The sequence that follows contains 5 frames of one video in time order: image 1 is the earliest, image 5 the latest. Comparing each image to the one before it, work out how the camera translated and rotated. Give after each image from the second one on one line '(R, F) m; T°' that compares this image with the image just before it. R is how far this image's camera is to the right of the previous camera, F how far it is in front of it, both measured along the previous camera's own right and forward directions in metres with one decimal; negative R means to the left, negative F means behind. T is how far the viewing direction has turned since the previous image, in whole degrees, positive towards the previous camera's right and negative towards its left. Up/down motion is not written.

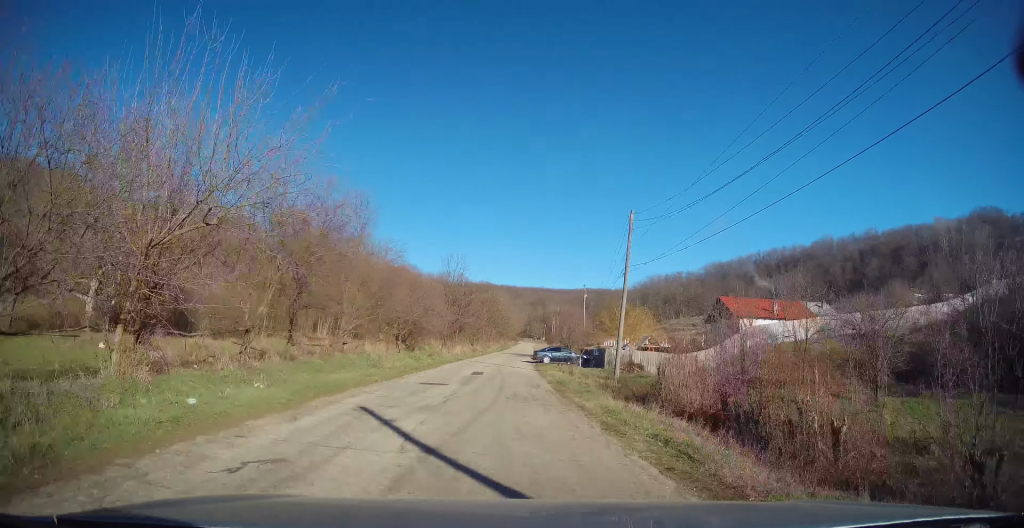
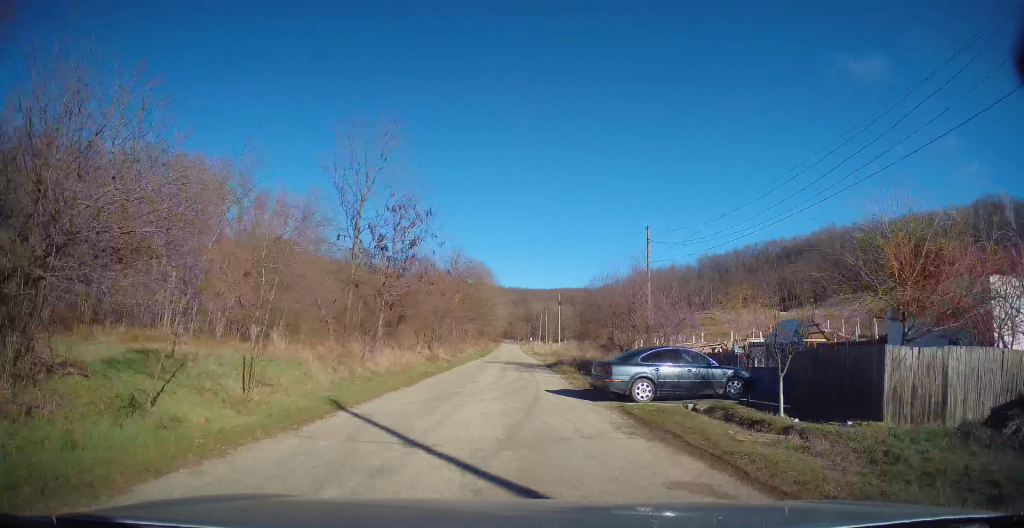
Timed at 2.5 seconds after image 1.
(-0.3, +29.5) m; +1°
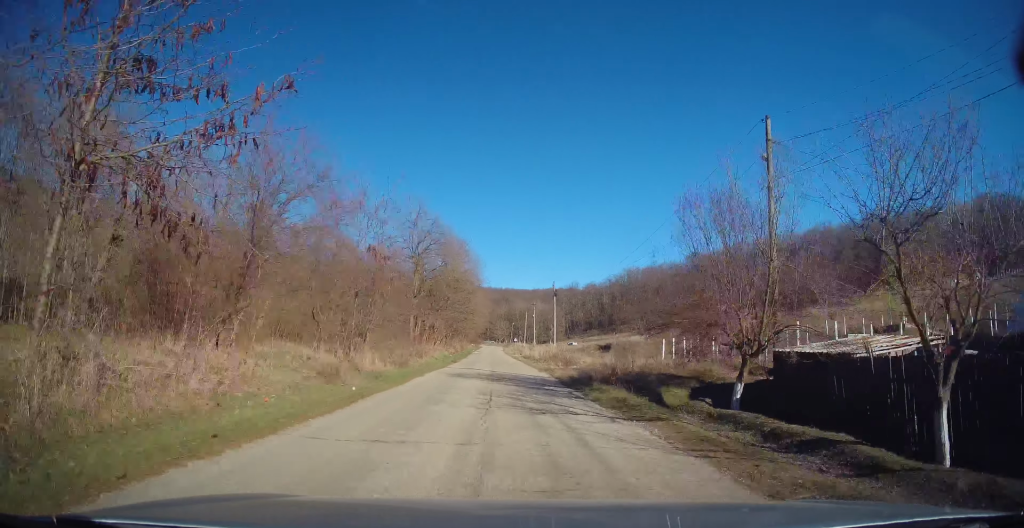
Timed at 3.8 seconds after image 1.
(0.0, +15.7) m; +1°
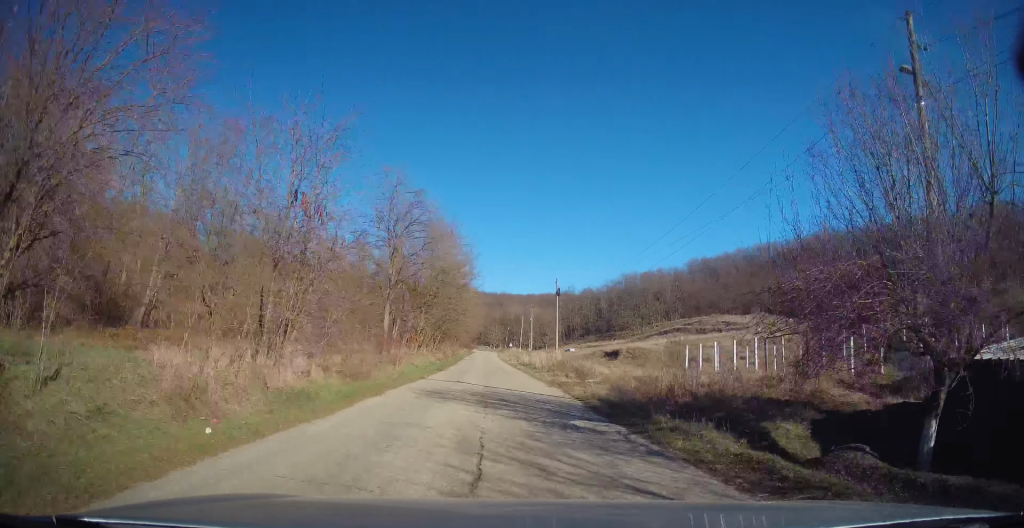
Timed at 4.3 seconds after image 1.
(-0.1, +6.7) m; +2°
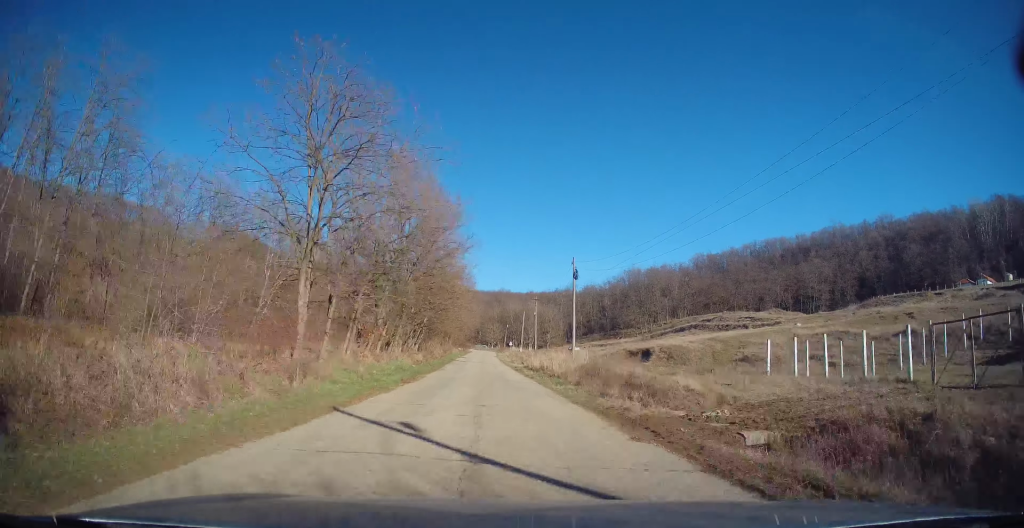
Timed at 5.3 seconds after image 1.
(+0.6, +12.1) m; +2°
